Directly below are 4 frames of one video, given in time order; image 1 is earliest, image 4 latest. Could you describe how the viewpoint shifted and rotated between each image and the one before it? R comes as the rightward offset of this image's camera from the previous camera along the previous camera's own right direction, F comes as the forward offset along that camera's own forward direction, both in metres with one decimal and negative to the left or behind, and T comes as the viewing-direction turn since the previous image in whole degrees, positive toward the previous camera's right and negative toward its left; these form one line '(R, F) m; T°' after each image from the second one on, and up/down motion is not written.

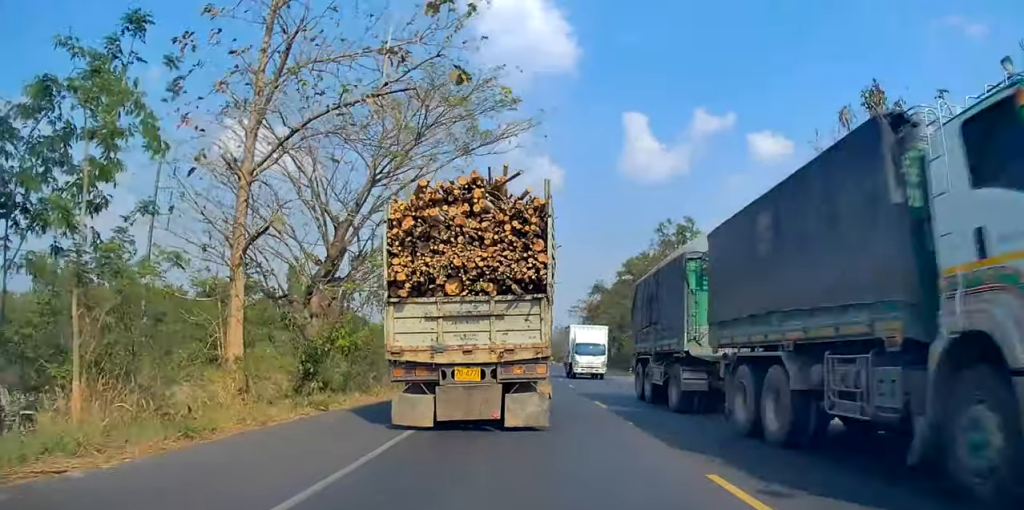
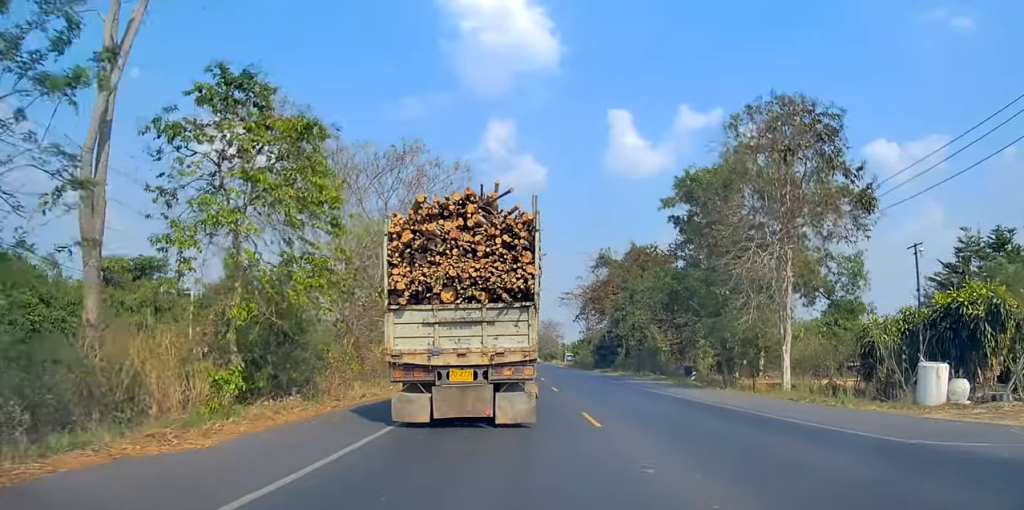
(-0.2, +28.0) m; +1°
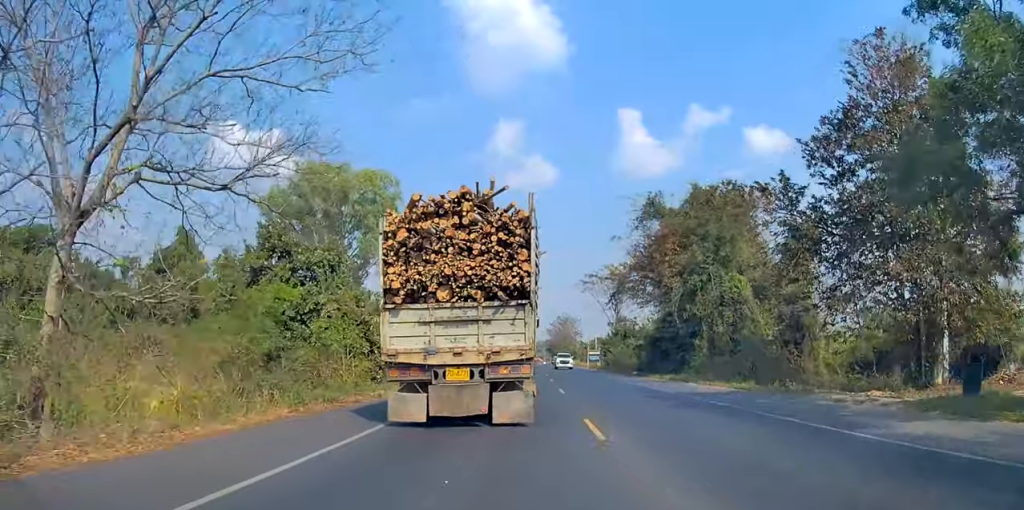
(+0.1, +24.6) m; -1°
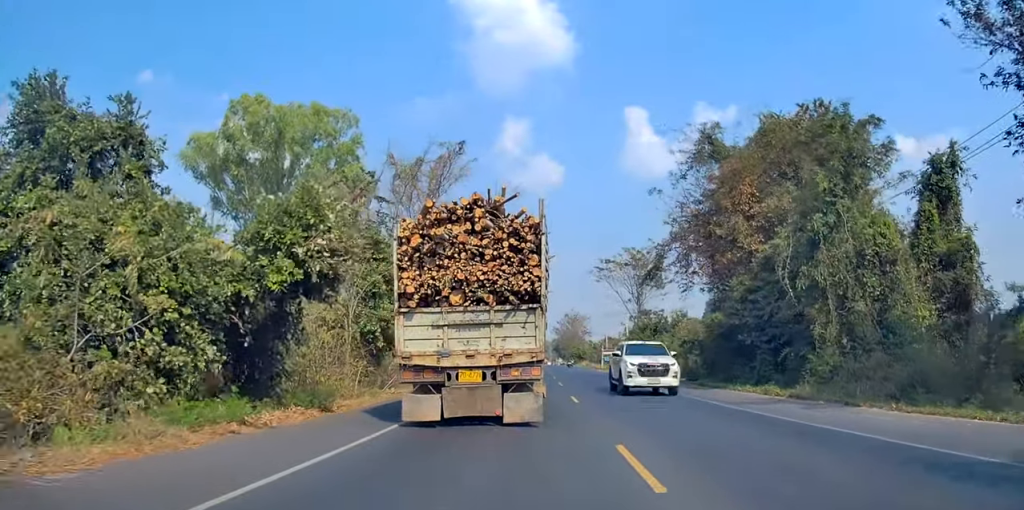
(-0.3, +15.6) m; -1°
